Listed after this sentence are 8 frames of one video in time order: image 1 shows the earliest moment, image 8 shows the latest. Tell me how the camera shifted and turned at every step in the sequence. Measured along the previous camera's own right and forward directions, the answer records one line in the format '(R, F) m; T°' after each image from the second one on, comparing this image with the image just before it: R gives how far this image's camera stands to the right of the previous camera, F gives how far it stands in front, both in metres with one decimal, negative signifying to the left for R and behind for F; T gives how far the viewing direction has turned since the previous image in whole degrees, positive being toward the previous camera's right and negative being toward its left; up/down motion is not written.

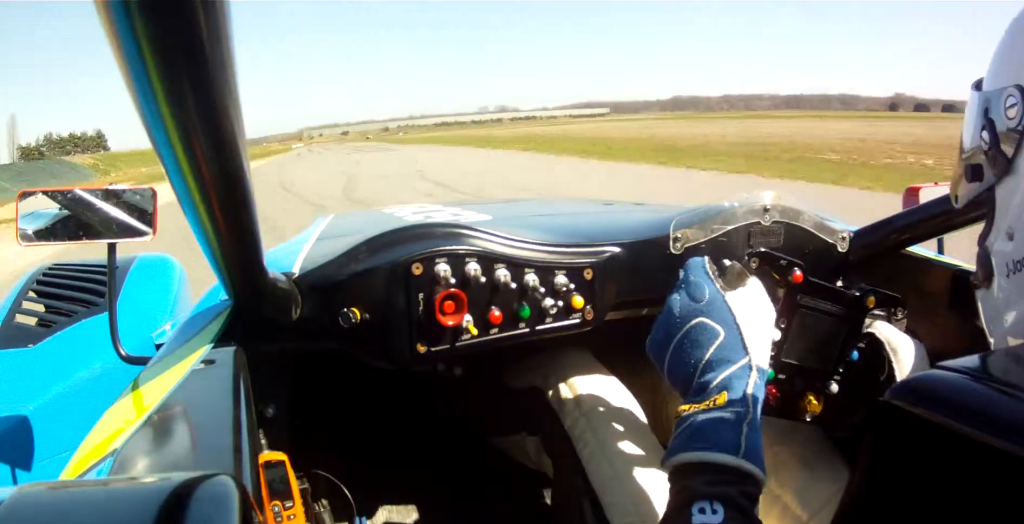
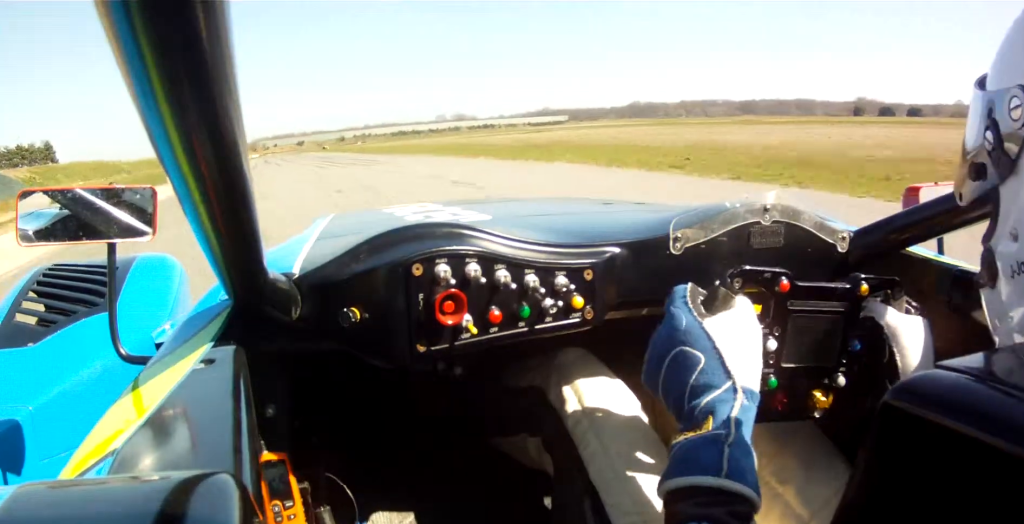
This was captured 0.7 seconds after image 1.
(+0.4, +12.8) m; +2°
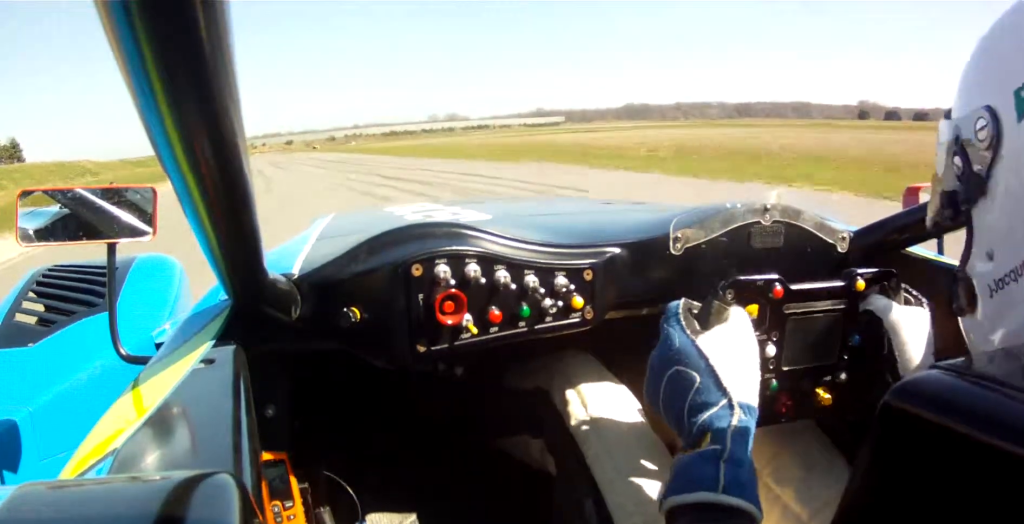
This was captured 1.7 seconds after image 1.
(+0.3, +21.7) m; +1°
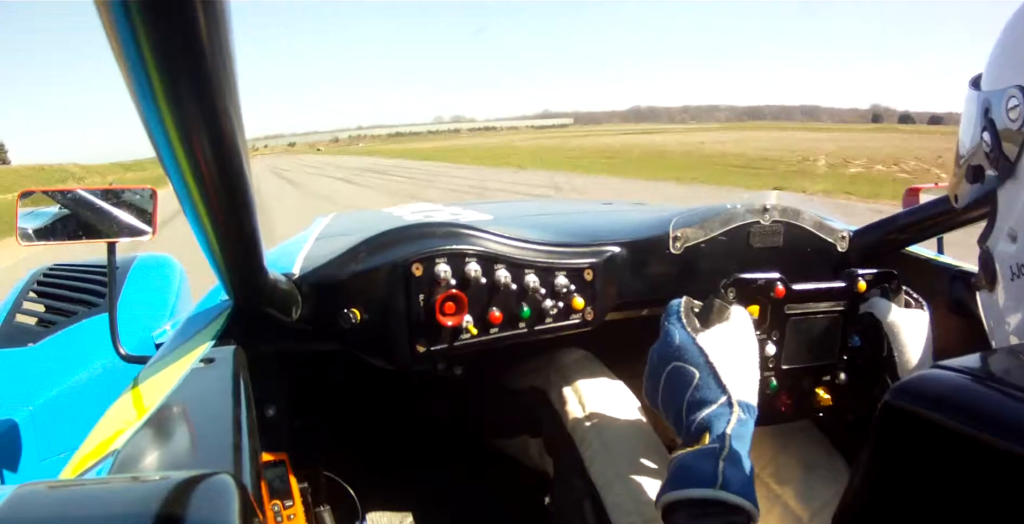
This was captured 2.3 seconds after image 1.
(+0.1, +14.0) m; +1°
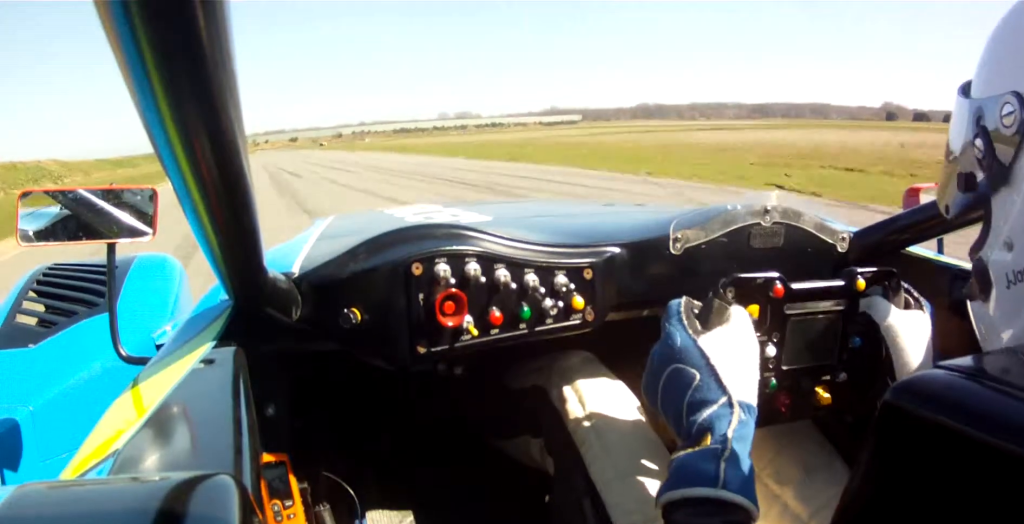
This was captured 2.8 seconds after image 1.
(+0.1, +13.8) m; 0°
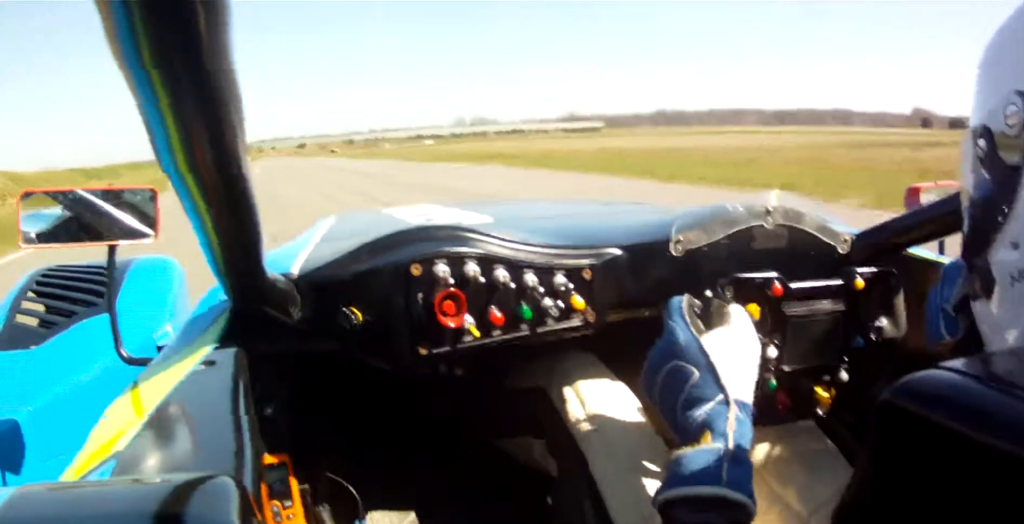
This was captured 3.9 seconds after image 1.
(0.0, +27.1) m; -1°
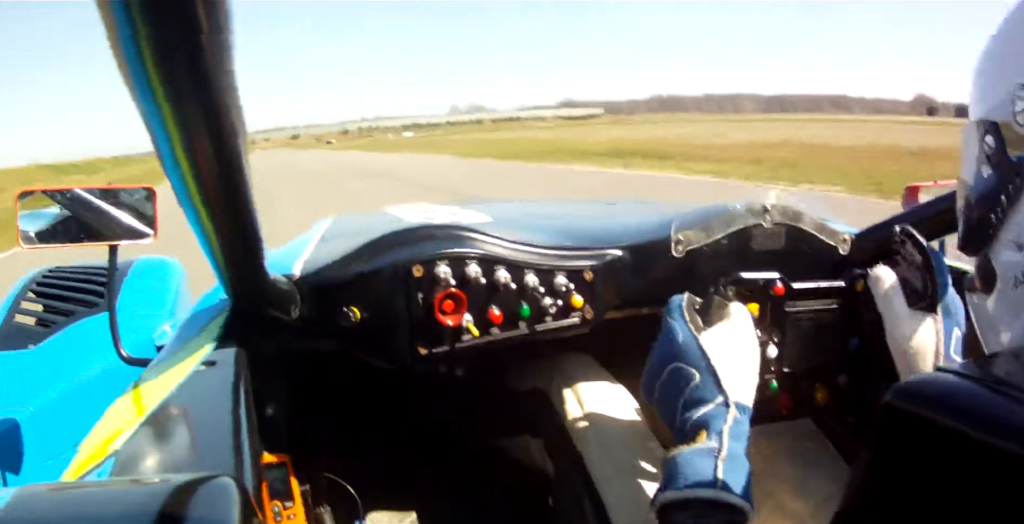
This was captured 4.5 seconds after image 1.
(-0.2, +14.0) m; -1°
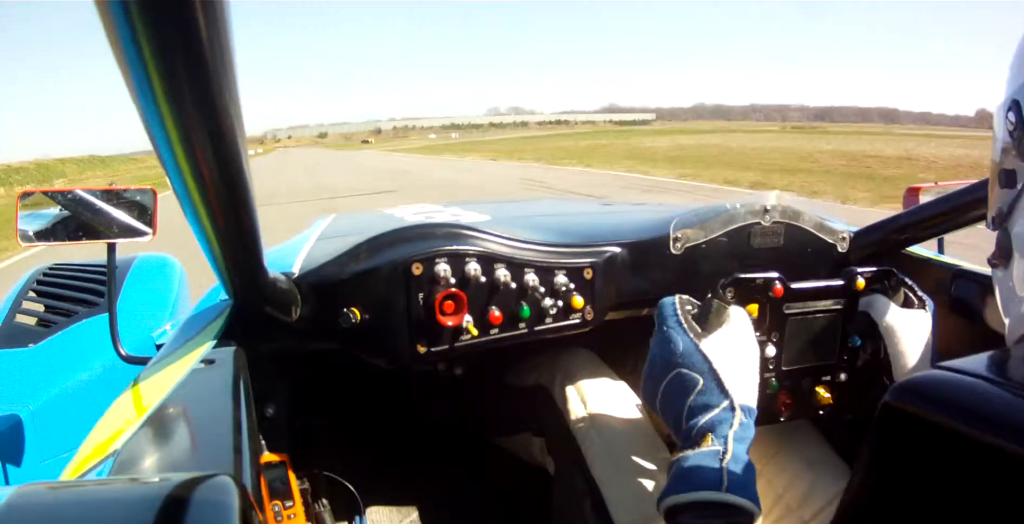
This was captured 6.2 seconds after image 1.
(-0.2, +41.3) m; 0°
